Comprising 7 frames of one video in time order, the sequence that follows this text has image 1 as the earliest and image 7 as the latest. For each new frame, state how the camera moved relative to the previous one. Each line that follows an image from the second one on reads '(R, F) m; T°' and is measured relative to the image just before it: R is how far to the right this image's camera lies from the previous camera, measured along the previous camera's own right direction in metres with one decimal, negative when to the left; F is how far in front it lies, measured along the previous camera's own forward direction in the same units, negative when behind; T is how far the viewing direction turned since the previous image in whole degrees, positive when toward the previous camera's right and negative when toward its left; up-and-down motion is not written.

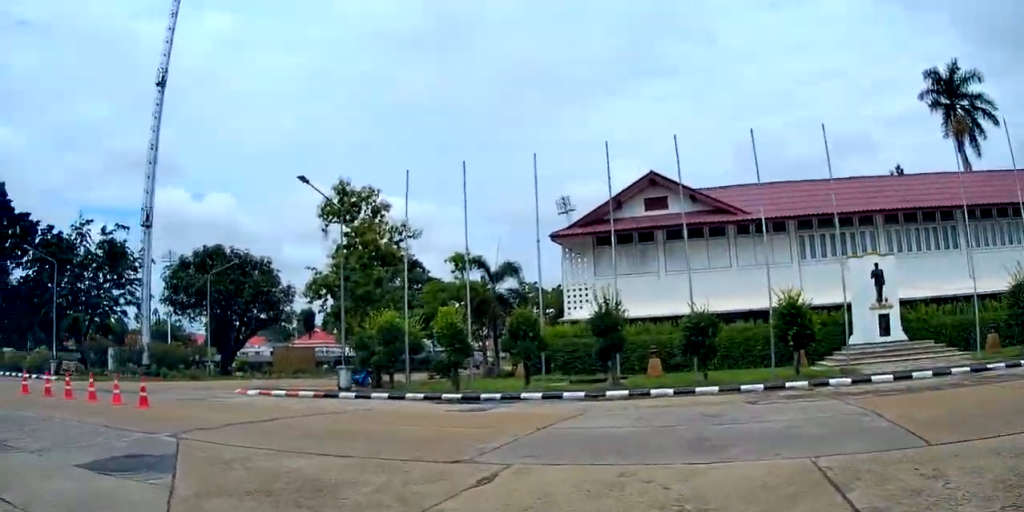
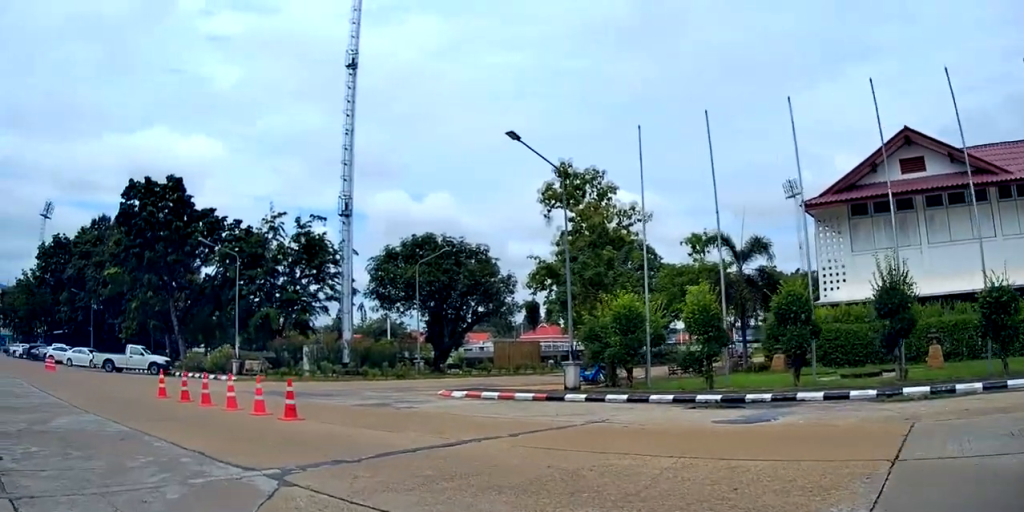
(-0.7, +3.5) m; -14°
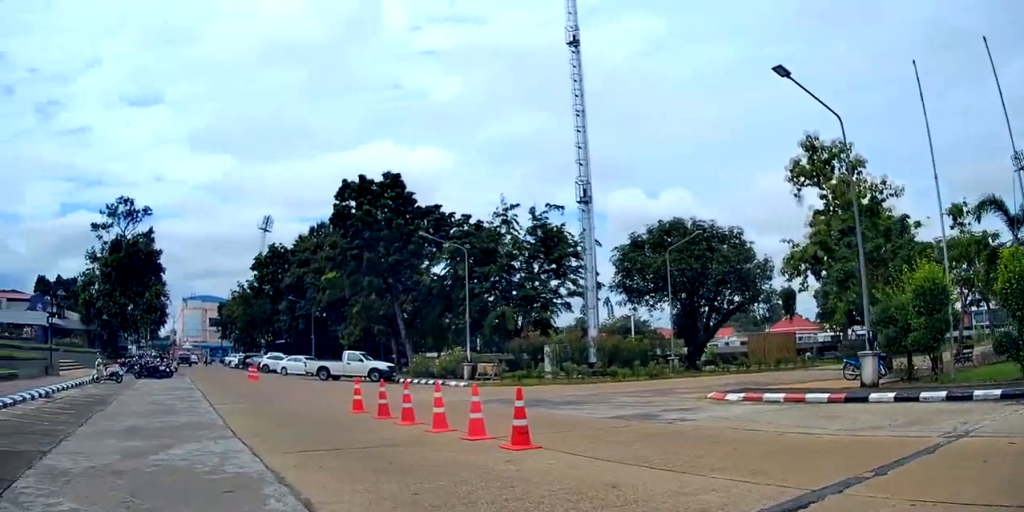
(-0.1, +3.4) m; -9°
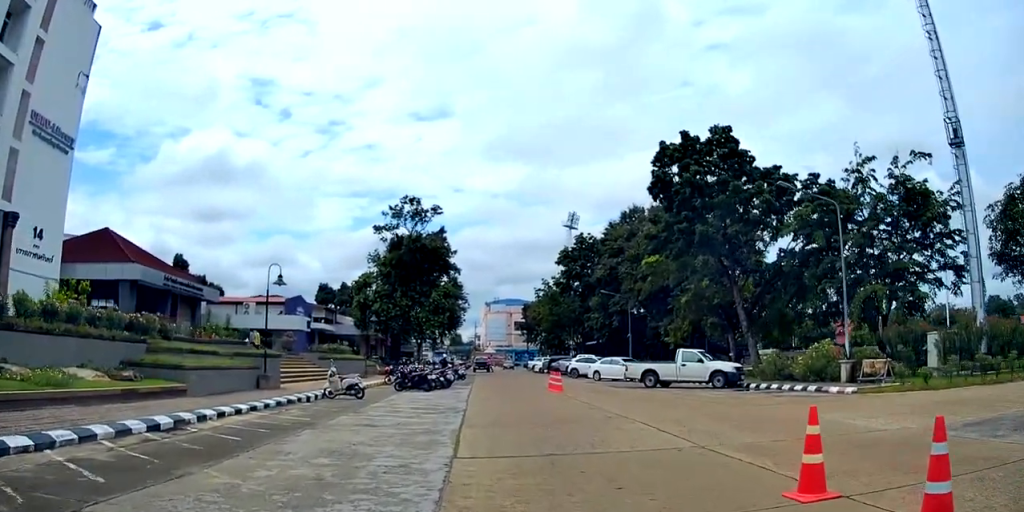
(-2.7, +7.0) m; -31°
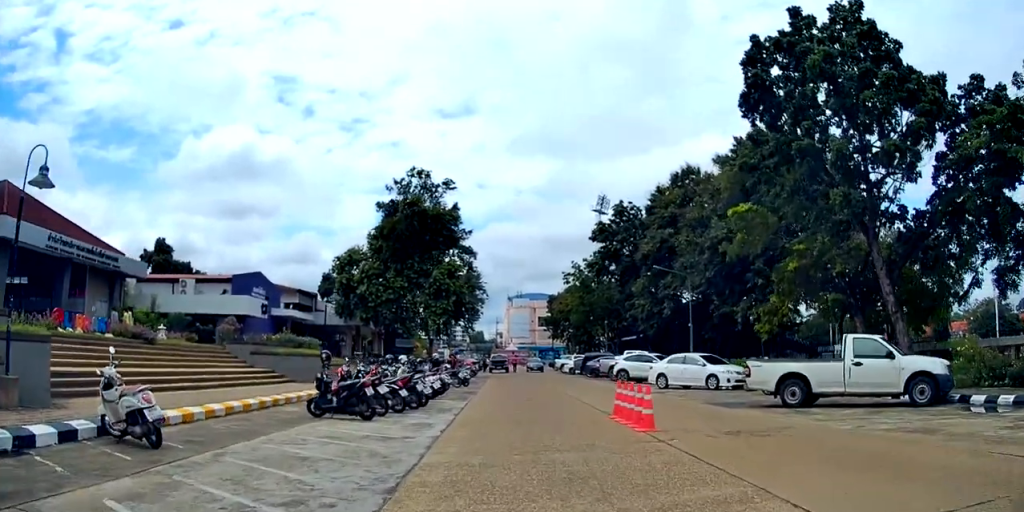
(-2.1, +12.8) m; -21°
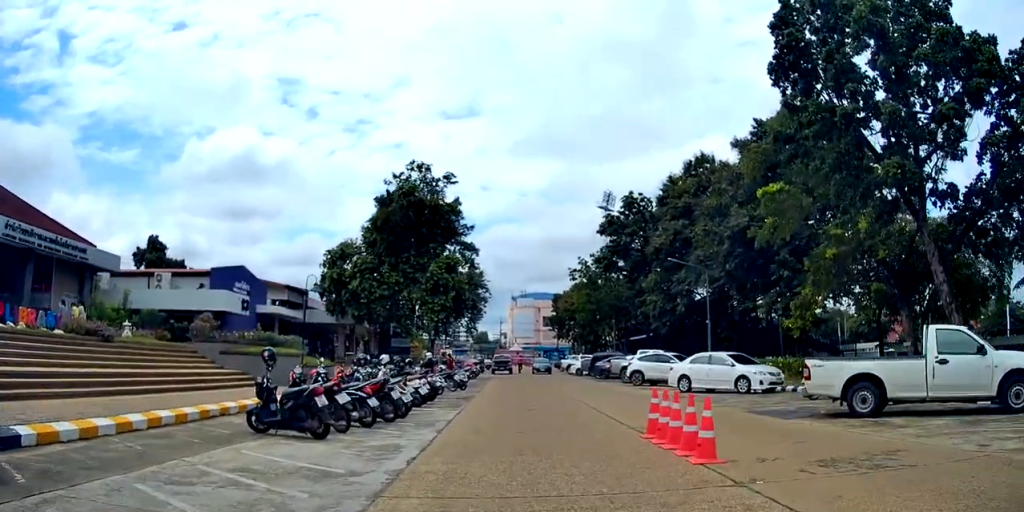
(-0.5, +3.4) m; 0°
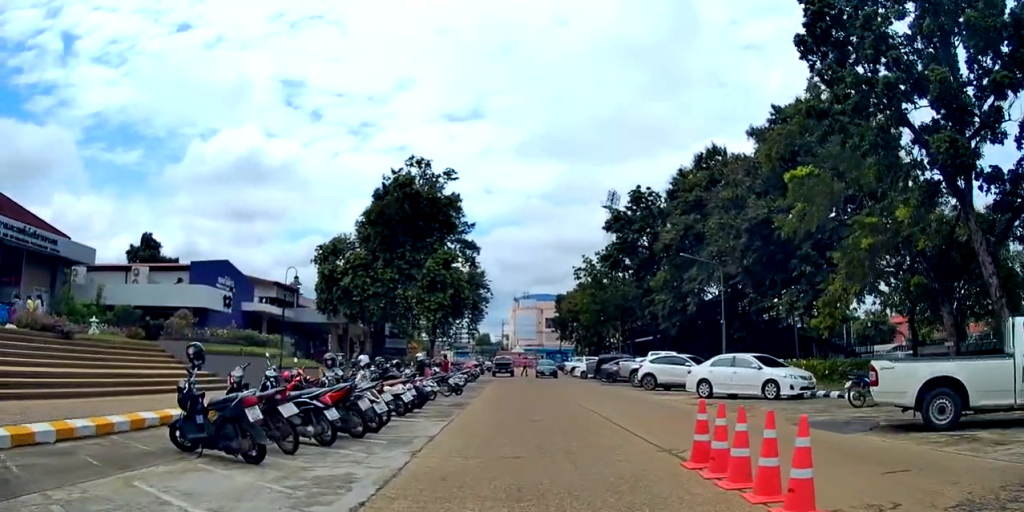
(+0.3, +2.4) m; +4°
